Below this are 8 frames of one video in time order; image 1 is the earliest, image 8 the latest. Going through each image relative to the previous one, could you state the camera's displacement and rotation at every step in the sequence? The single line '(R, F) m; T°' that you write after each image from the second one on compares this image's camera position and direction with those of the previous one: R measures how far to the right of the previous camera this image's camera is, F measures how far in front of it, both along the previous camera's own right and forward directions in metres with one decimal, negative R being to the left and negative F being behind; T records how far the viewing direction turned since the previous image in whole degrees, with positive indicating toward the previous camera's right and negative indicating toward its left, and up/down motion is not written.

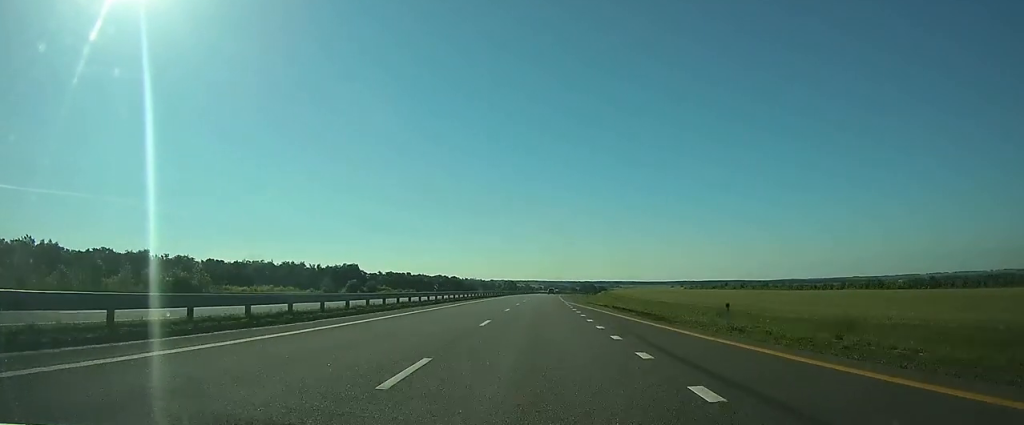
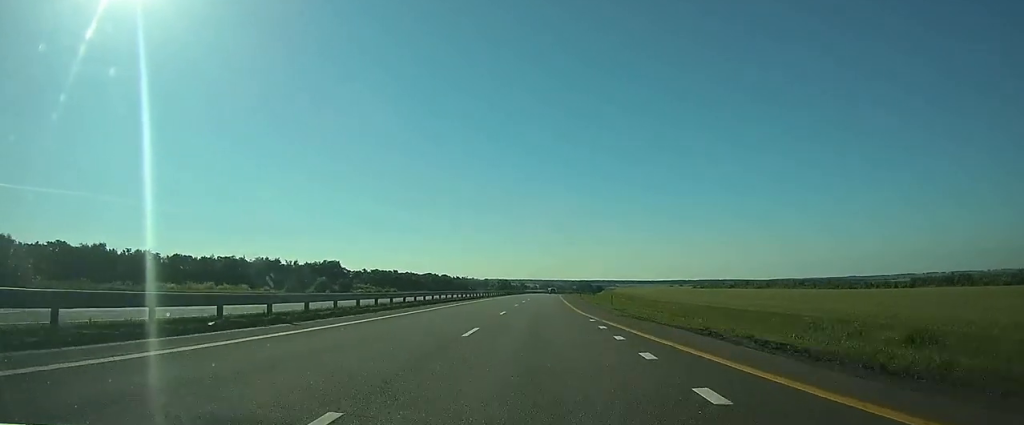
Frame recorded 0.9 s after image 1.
(+0.1, +28.1) m; +1°
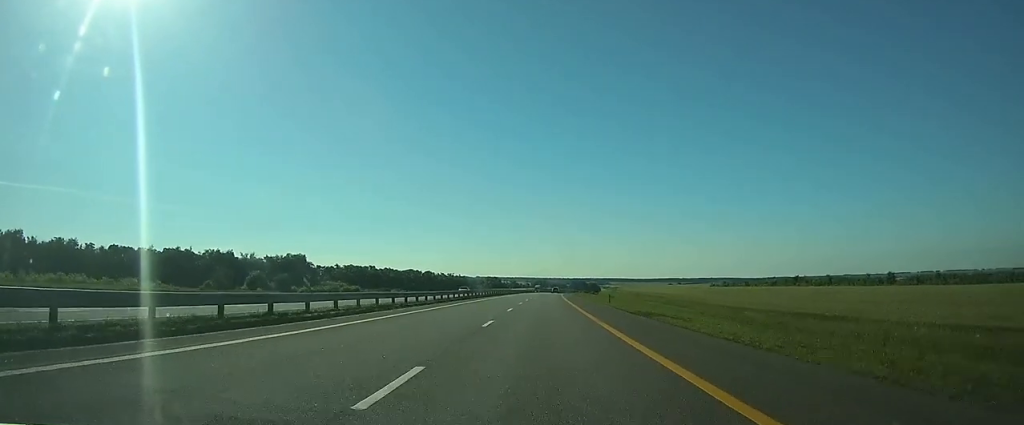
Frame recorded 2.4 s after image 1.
(+0.4, +44.4) m; +1°
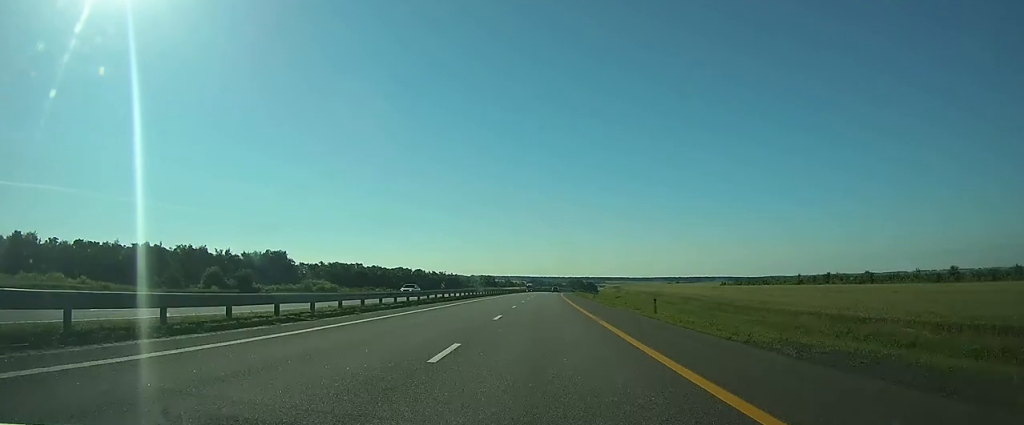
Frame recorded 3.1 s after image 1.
(0.0, +20.2) m; 0°
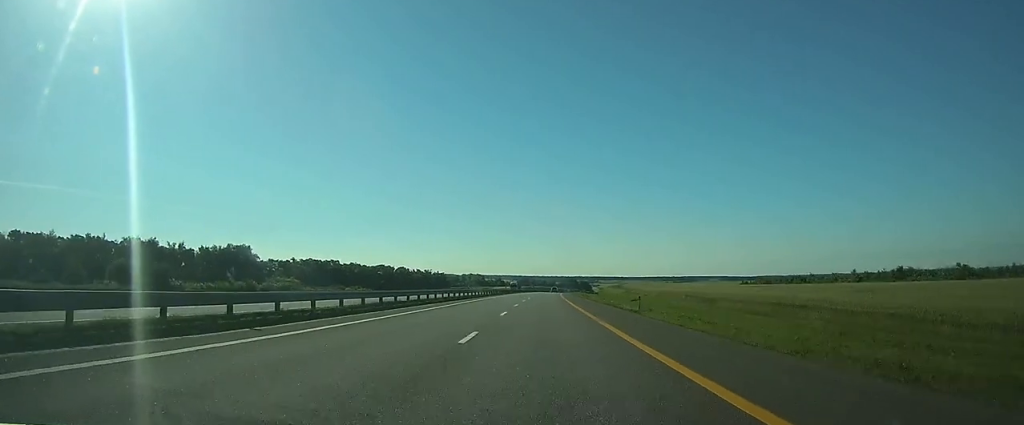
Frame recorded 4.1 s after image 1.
(+0.2, +32.4) m; +1°
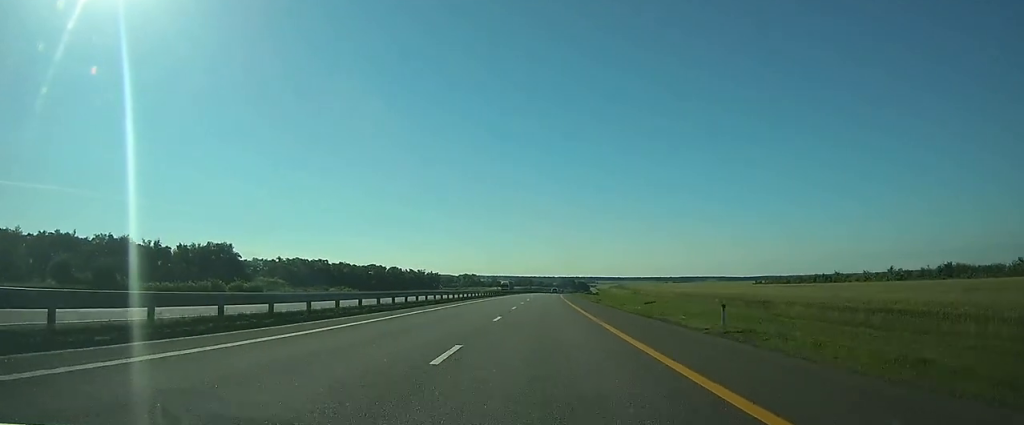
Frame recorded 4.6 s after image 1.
(0.0, +15.2) m; 0°
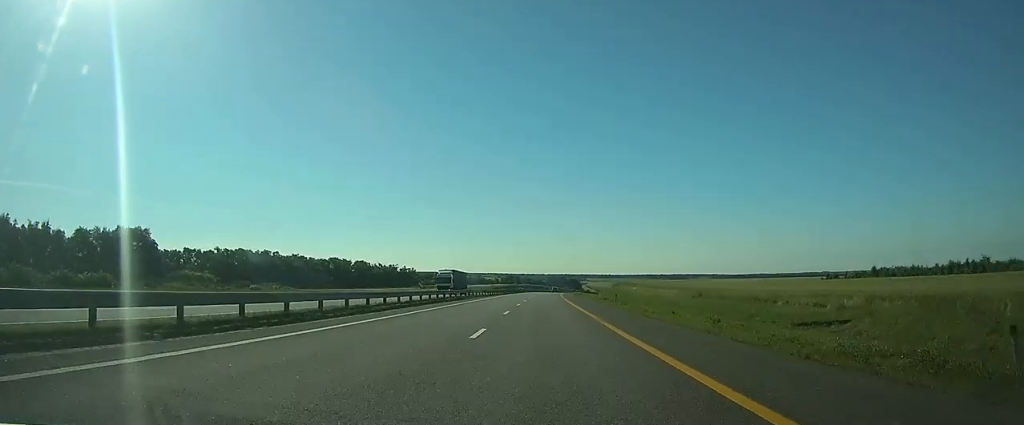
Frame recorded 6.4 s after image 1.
(+0.1, +54.8) m; 0°
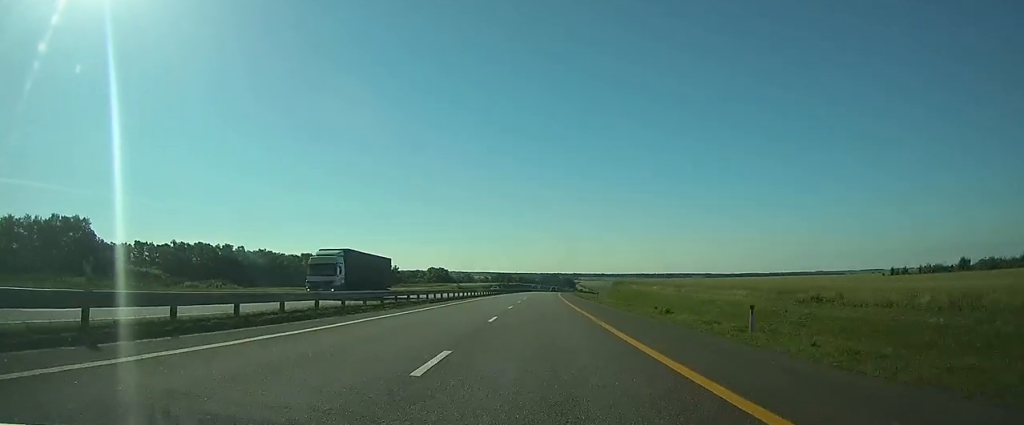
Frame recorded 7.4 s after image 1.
(0.0, +29.6) m; 0°
